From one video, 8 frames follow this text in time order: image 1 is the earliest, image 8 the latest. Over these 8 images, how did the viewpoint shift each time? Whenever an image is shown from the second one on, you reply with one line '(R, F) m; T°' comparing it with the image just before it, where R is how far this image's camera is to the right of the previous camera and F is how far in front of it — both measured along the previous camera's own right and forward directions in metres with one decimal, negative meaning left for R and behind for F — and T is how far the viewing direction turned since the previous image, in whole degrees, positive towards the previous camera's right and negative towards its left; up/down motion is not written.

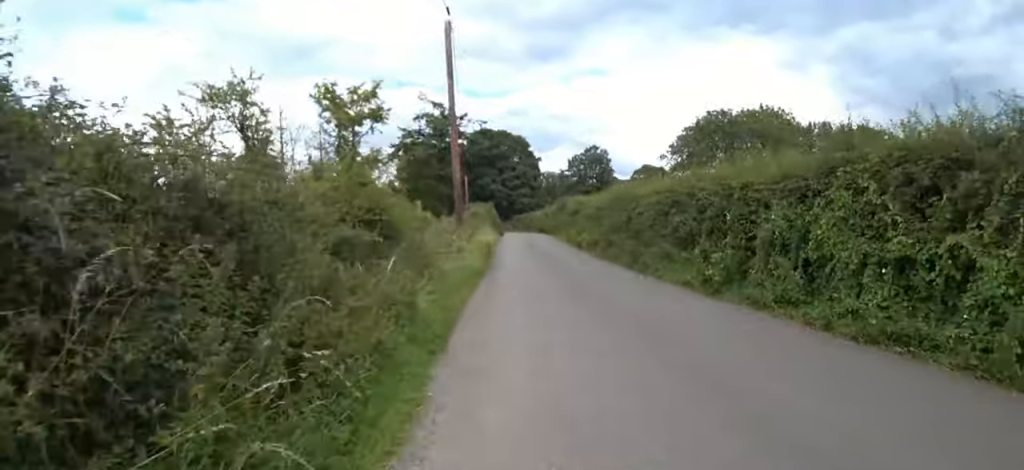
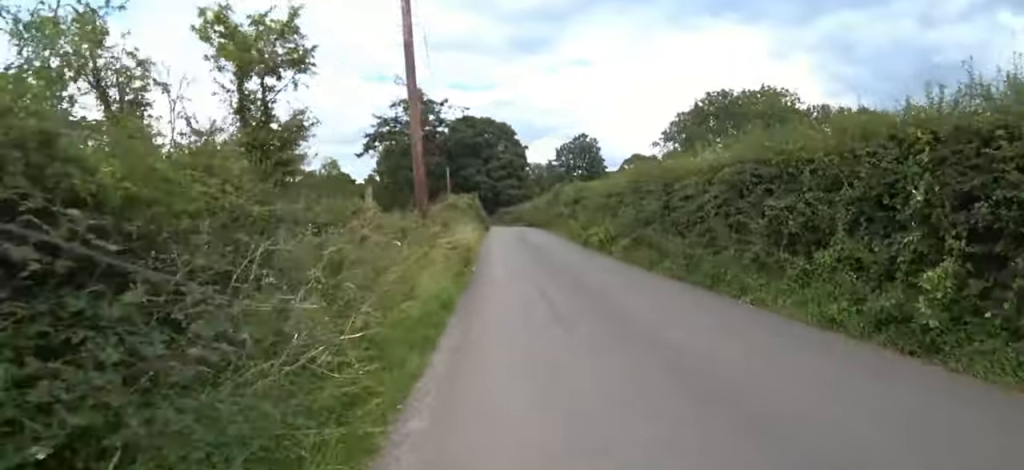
(+0.2, +4.6) m; 0°
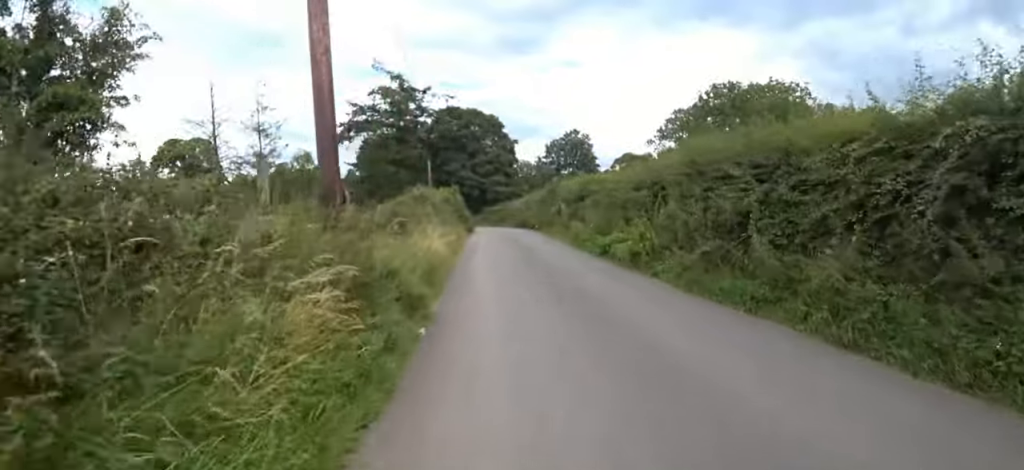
(-0.2, +4.5) m; 0°
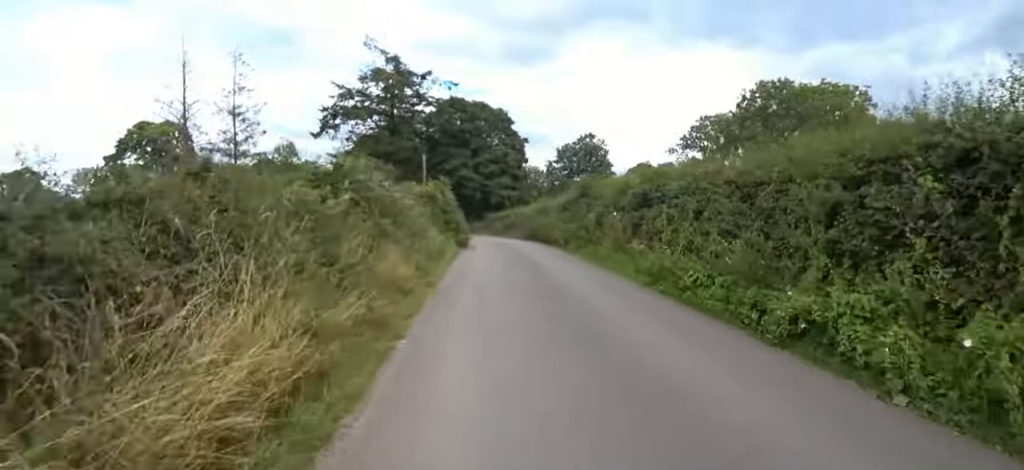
(+0.2, +7.4) m; 0°
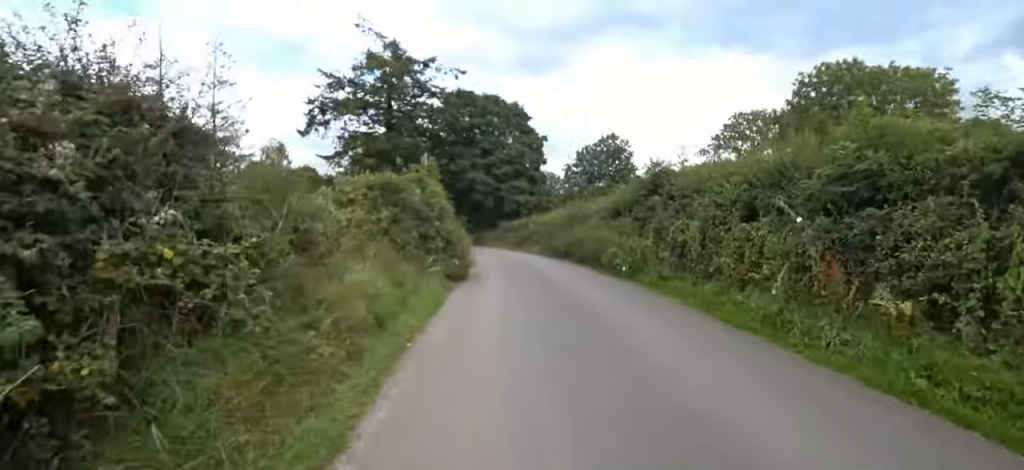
(-0.1, +6.5) m; -2°
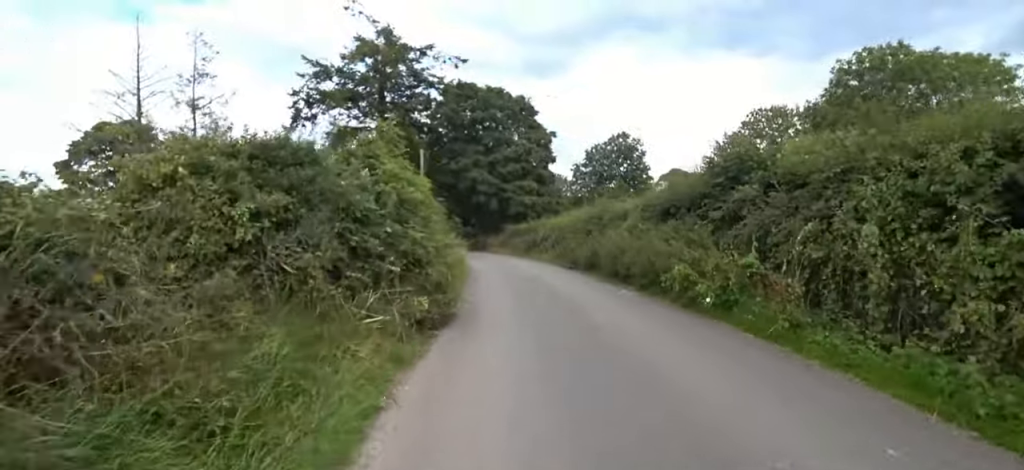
(-0.1, +3.7) m; 0°
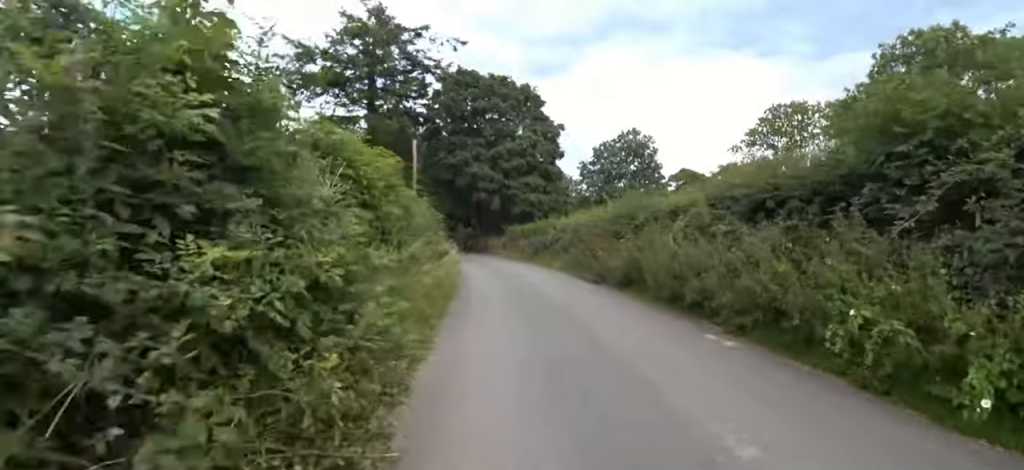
(0.0, +3.6) m; +1°
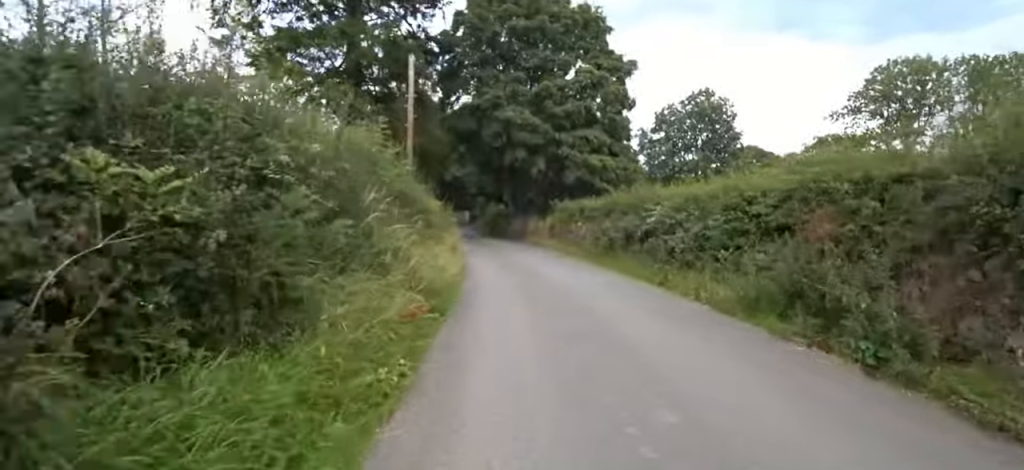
(+0.3, +11.0) m; -2°
